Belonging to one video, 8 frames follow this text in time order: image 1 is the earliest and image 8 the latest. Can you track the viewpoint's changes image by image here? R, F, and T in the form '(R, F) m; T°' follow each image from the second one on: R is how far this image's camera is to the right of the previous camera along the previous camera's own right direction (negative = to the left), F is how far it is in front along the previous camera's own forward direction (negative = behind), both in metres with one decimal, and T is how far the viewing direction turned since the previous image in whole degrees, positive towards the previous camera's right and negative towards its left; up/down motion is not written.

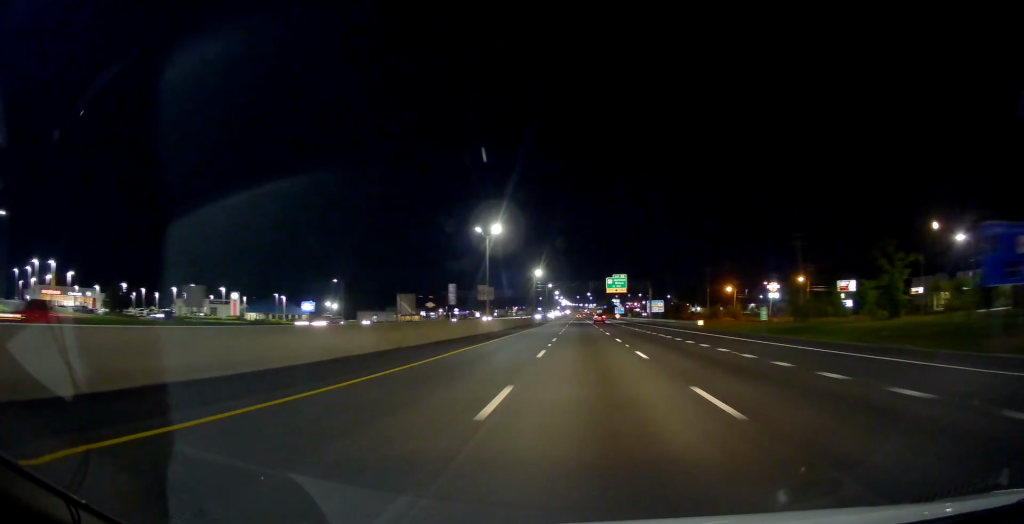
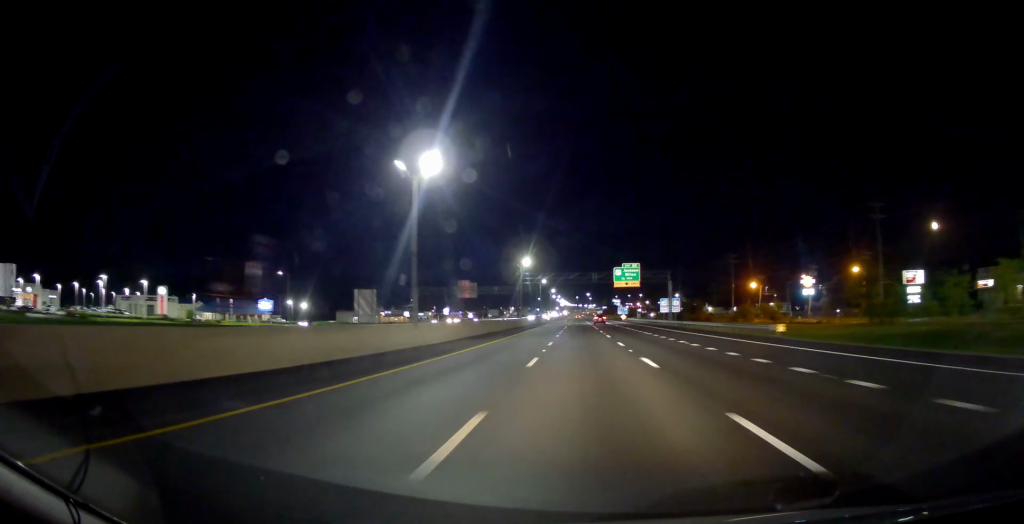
(+0.2, +28.5) m; 0°
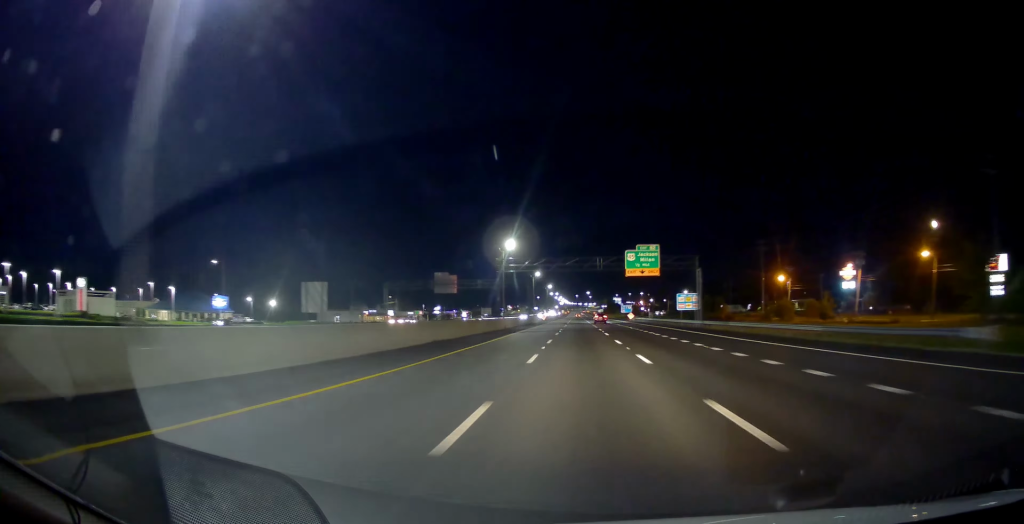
(0.0, +22.7) m; 0°
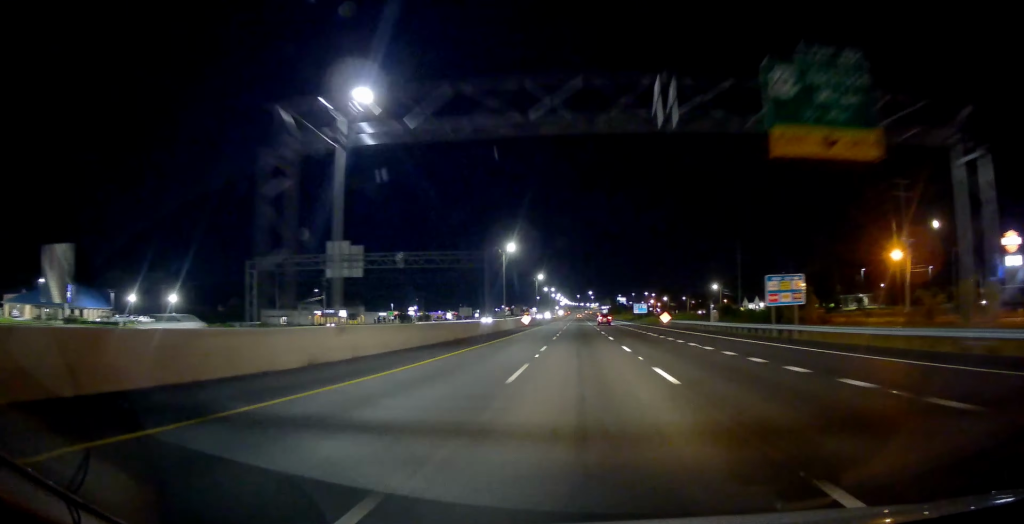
(+0.5, +51.2) m; 0°
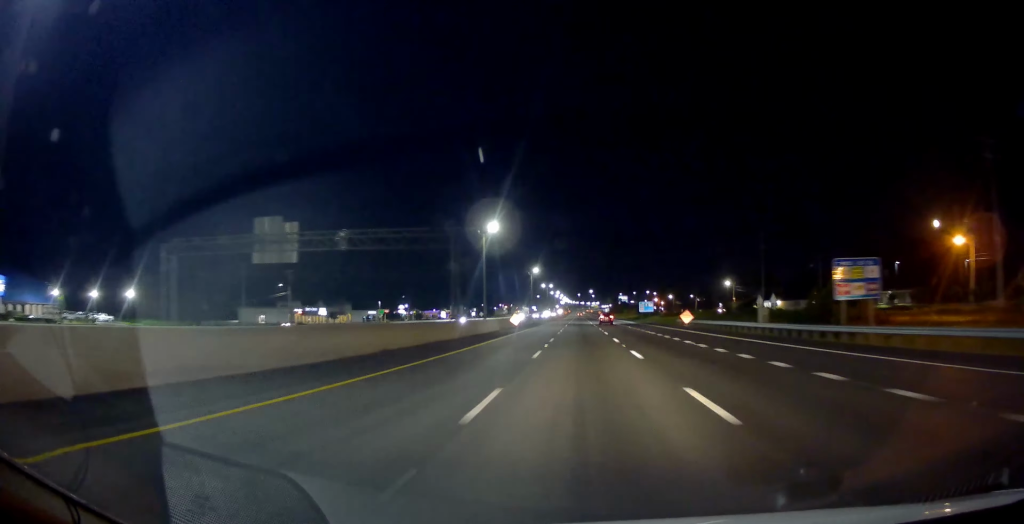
(-0.4, +17.6) m; -1°
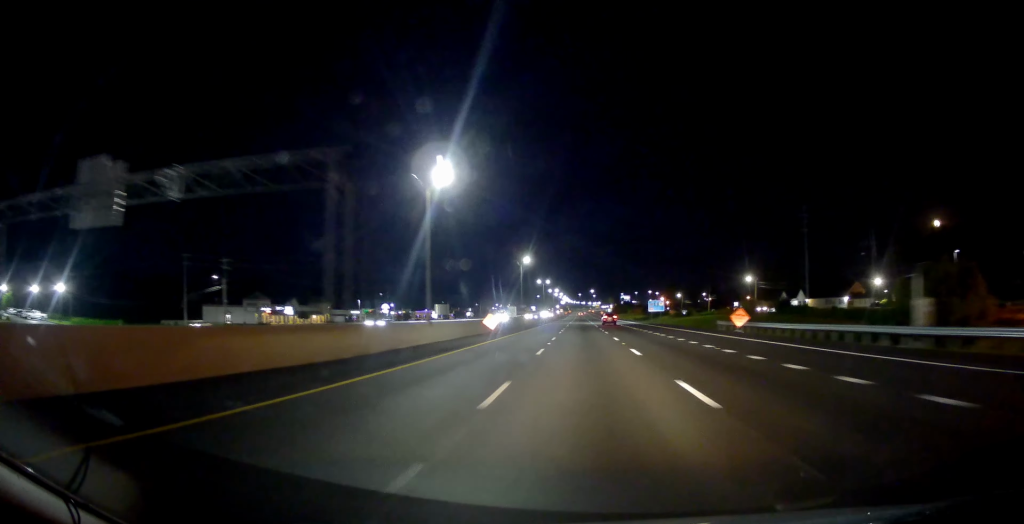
(-0.1, +24.1) m; 0°
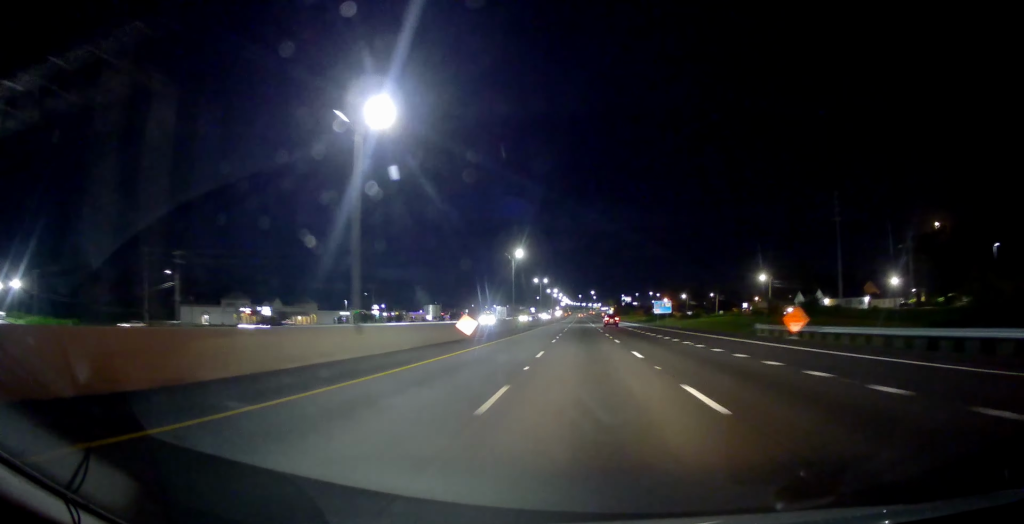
(-0.1, +13.1) m; 0°
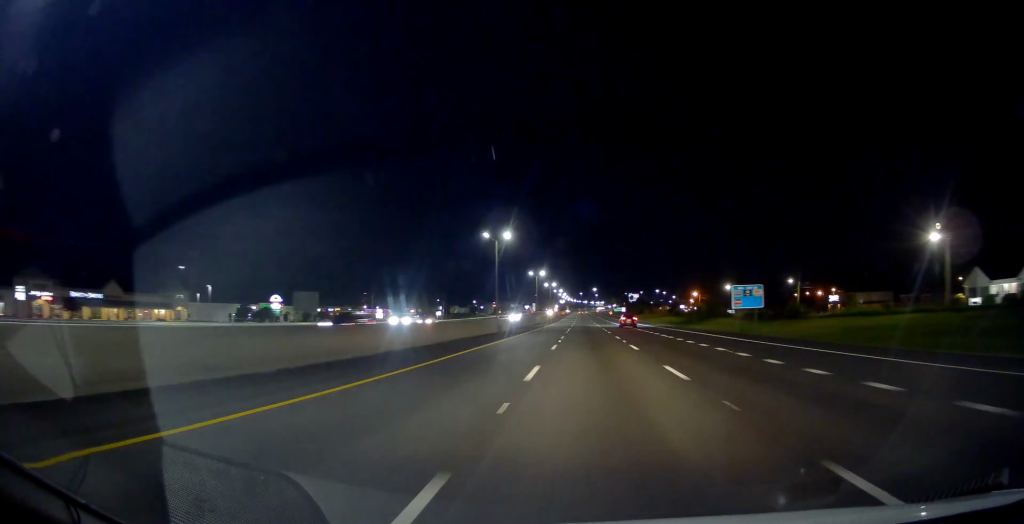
(+0.1, +80.8) m; 0°
